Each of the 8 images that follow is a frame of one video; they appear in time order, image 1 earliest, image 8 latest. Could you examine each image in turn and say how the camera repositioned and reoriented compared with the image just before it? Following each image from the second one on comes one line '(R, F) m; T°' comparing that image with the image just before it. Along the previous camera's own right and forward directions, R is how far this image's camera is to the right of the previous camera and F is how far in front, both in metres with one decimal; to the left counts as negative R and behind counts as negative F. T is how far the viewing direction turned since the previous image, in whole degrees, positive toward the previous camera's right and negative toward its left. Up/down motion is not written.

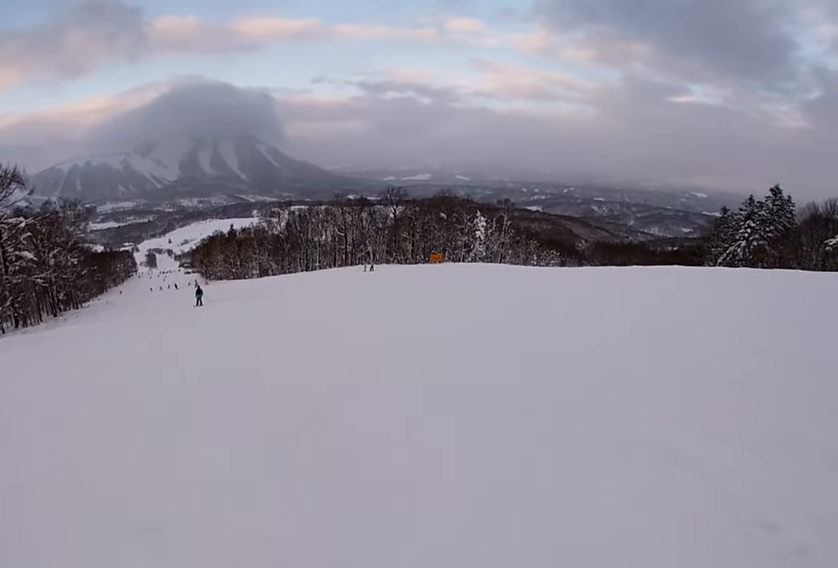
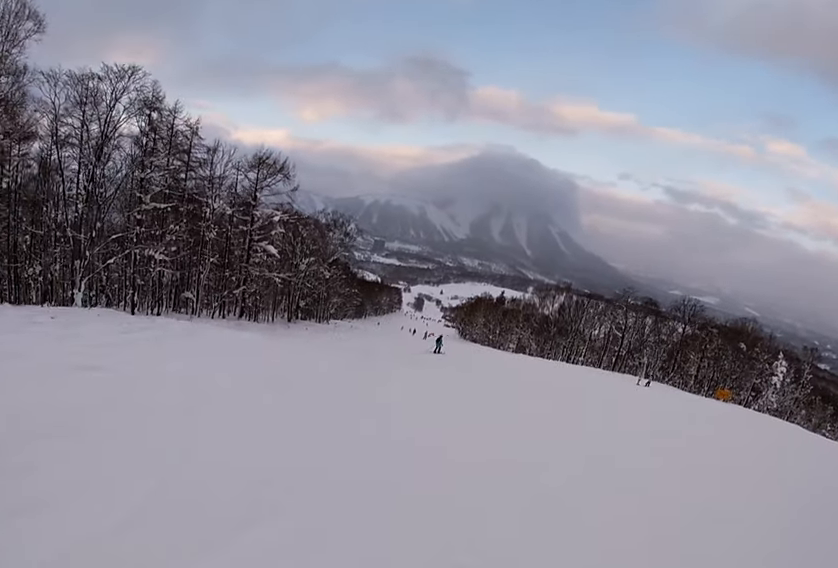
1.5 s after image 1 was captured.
(-2.3, +9.7) m; -19°
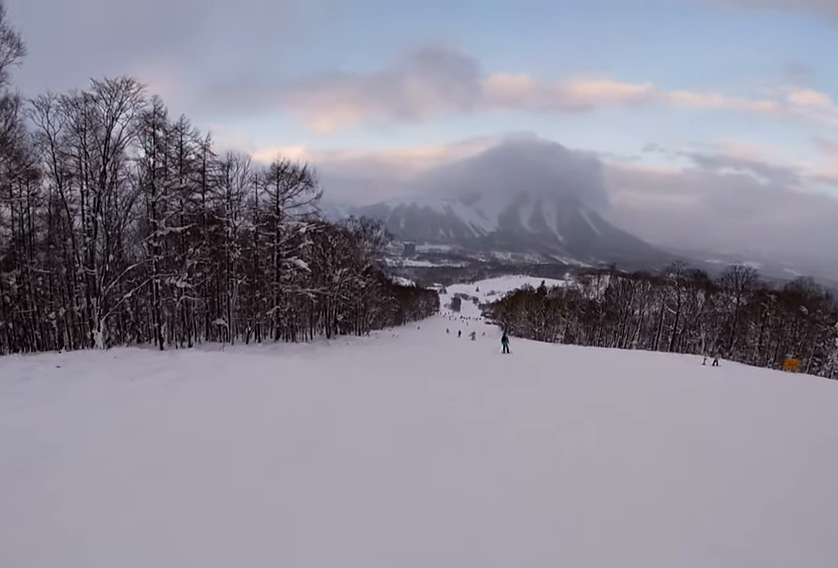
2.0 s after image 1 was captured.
(0.0, +3.1) m; 0°
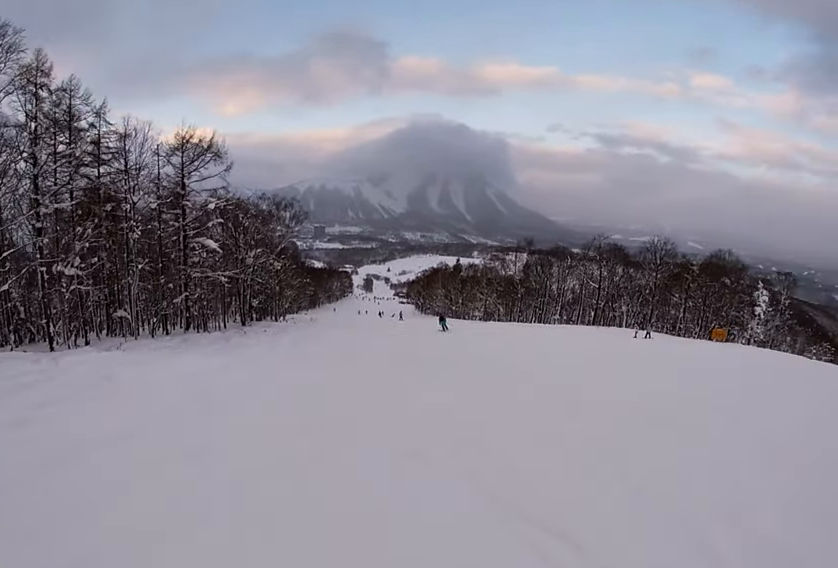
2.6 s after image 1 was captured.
(0.0, +4.0) m; +3°
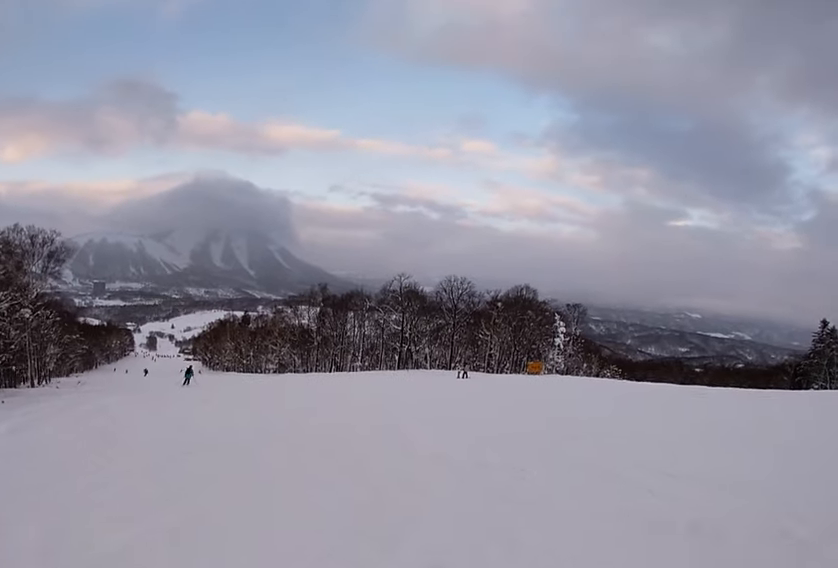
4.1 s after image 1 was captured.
(+2.3, +9.0) m; +30°
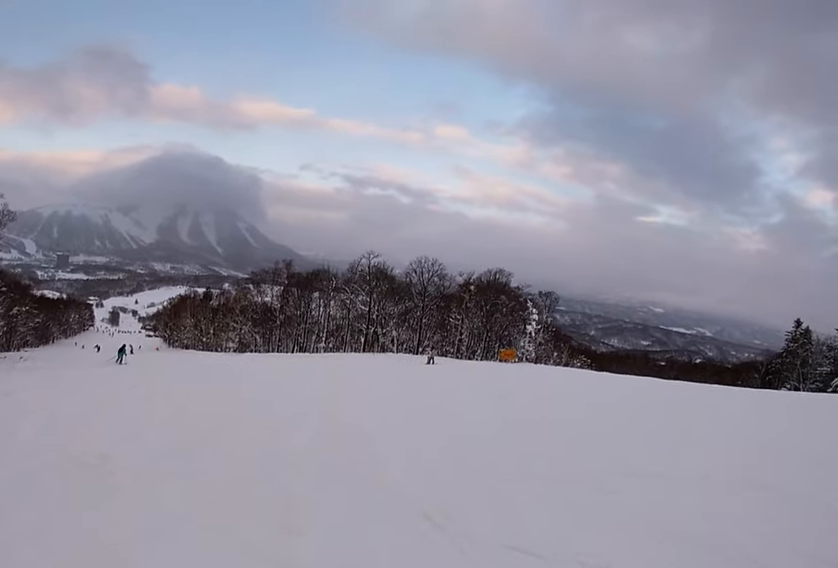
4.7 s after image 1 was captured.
(+0.5, +3.7) m; +5°
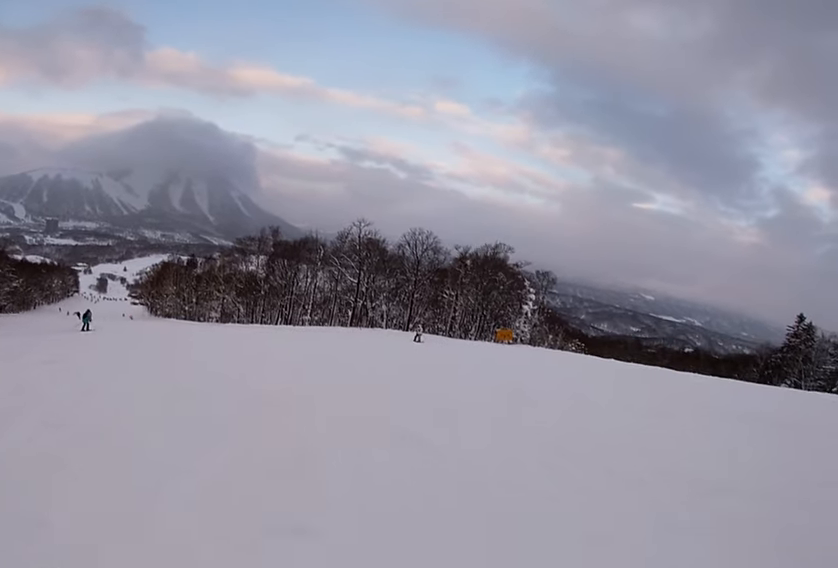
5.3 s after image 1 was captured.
(+0.1, +3.9) m; -6°
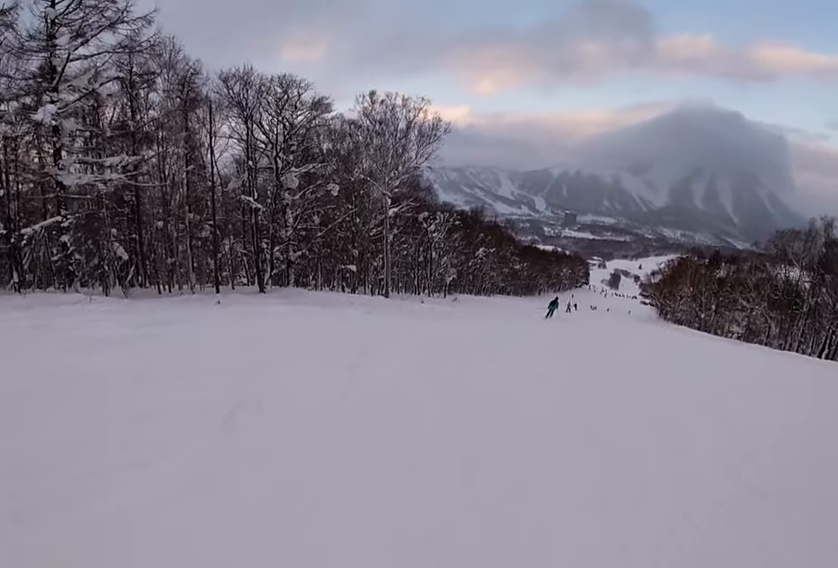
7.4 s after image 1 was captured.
(-5.7, +11.5) m; -47°
